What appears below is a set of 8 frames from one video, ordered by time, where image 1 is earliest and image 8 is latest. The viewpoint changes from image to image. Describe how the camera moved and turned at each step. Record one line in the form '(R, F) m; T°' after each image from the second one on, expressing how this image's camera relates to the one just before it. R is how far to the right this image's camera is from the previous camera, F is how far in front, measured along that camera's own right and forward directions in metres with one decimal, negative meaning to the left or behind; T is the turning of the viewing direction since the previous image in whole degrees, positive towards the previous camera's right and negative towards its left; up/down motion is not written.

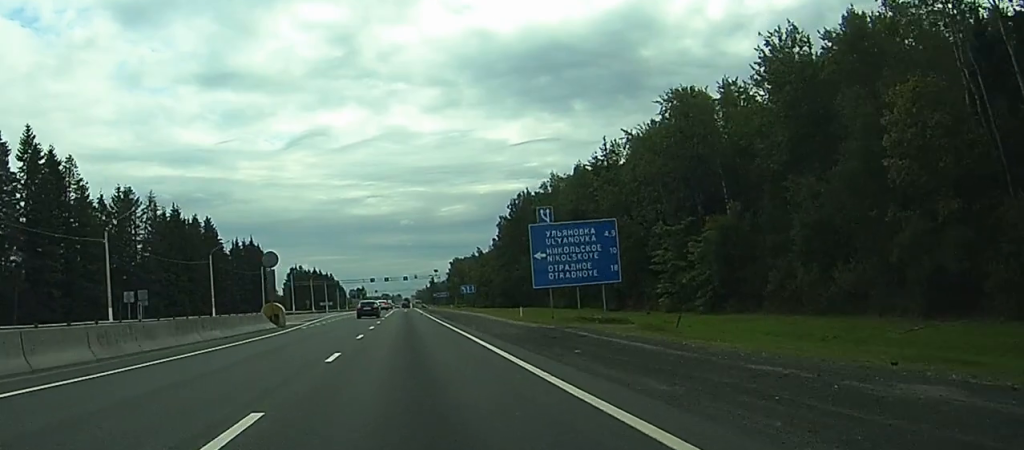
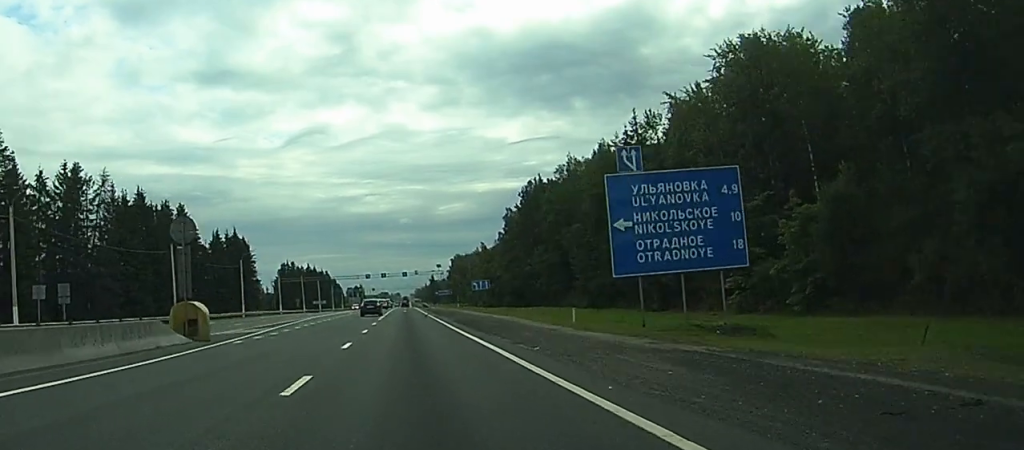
(0.0, +19.0) m; 0°
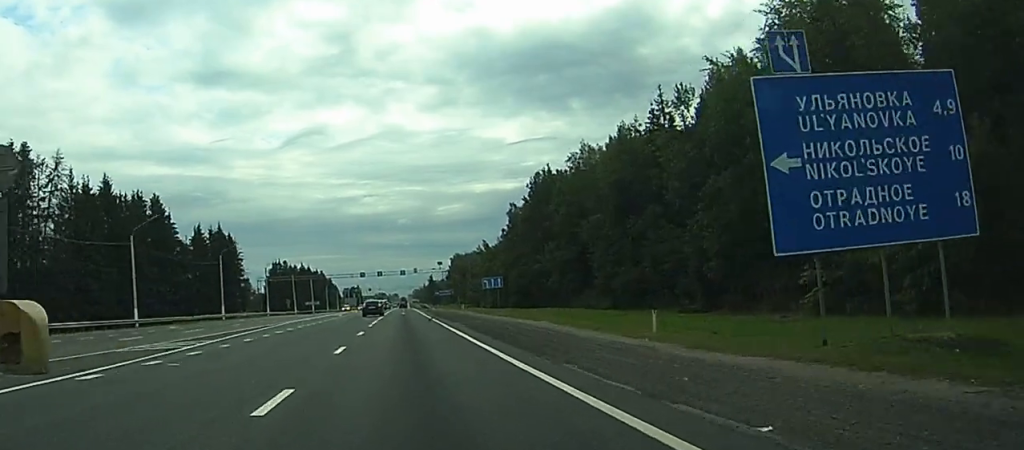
(0.0, +13.8) m; 0°
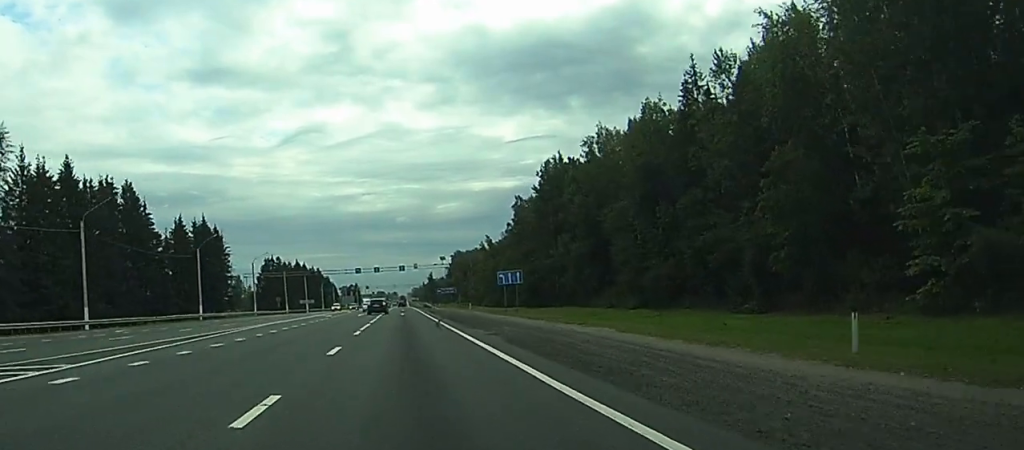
(0.0, +13.0) m; 0°
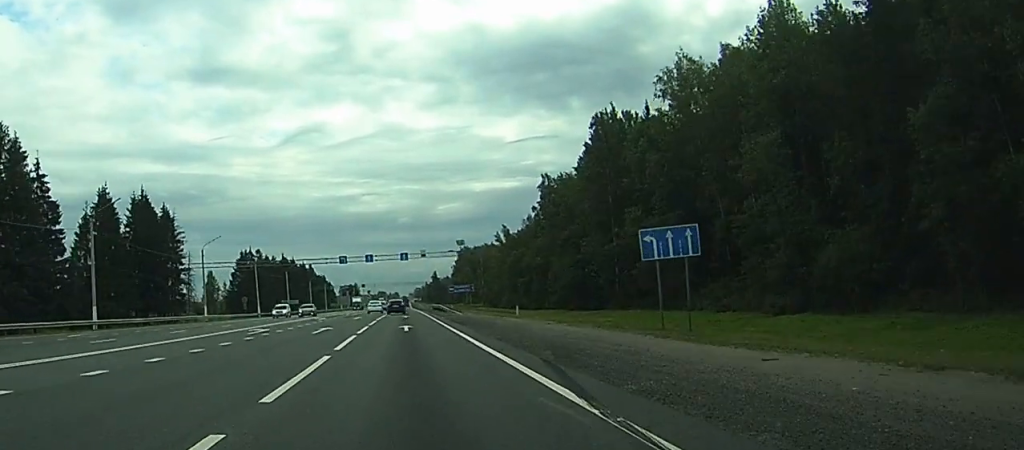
(-0.1, +38.5) m; -1°
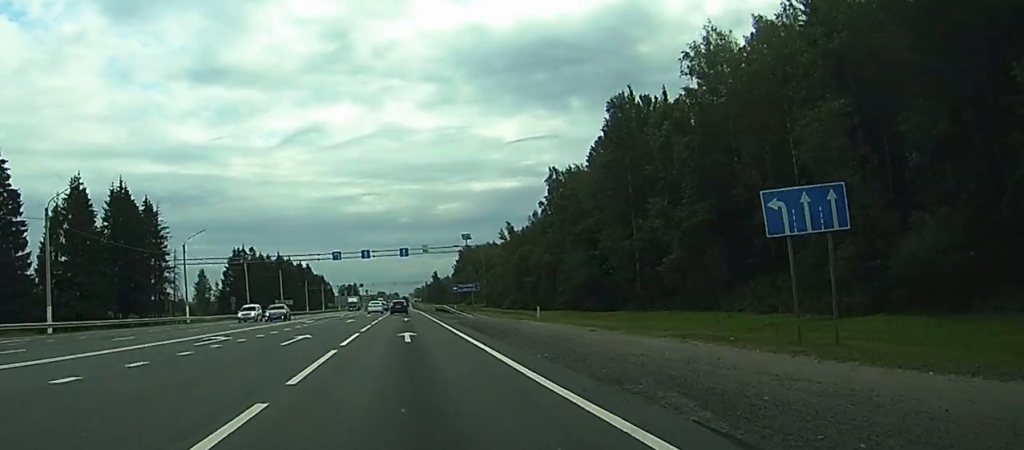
(-0.1, +9.3) m; 0°
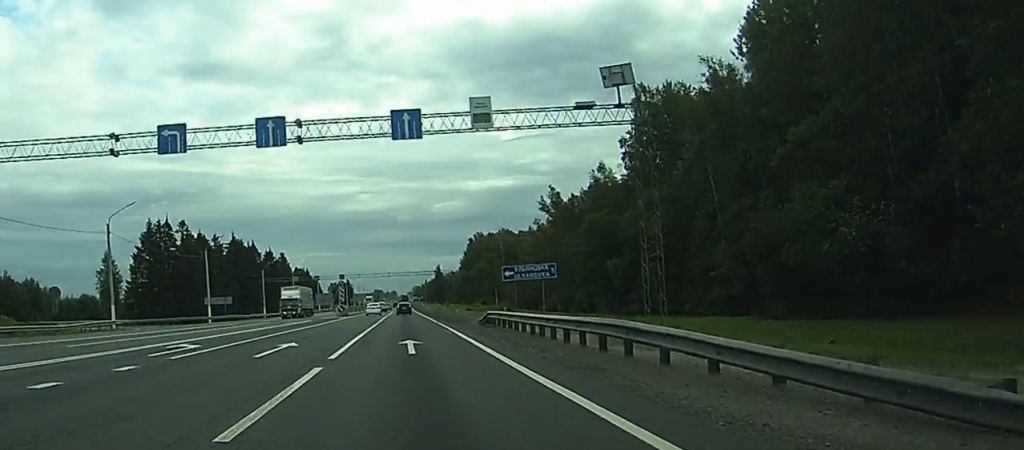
(+0.4, +64.6) m; +1°
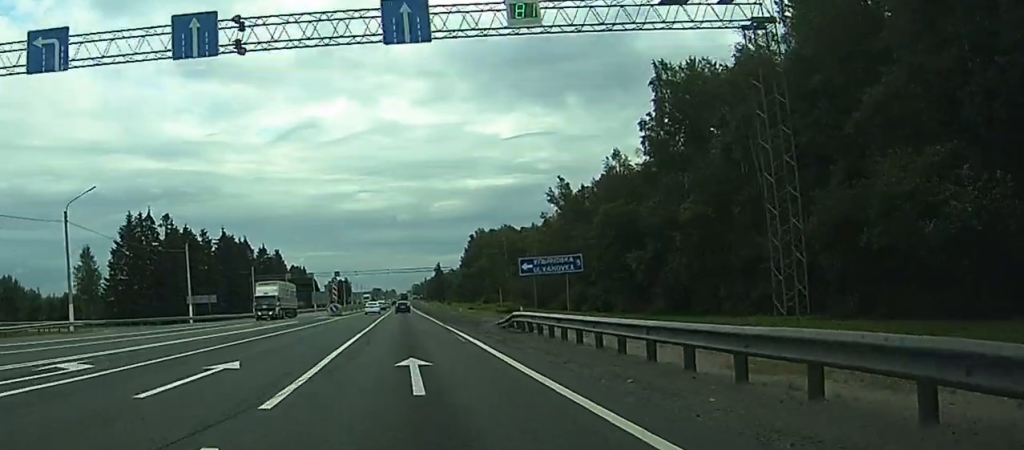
(0.0, +9.4) m; 0°
